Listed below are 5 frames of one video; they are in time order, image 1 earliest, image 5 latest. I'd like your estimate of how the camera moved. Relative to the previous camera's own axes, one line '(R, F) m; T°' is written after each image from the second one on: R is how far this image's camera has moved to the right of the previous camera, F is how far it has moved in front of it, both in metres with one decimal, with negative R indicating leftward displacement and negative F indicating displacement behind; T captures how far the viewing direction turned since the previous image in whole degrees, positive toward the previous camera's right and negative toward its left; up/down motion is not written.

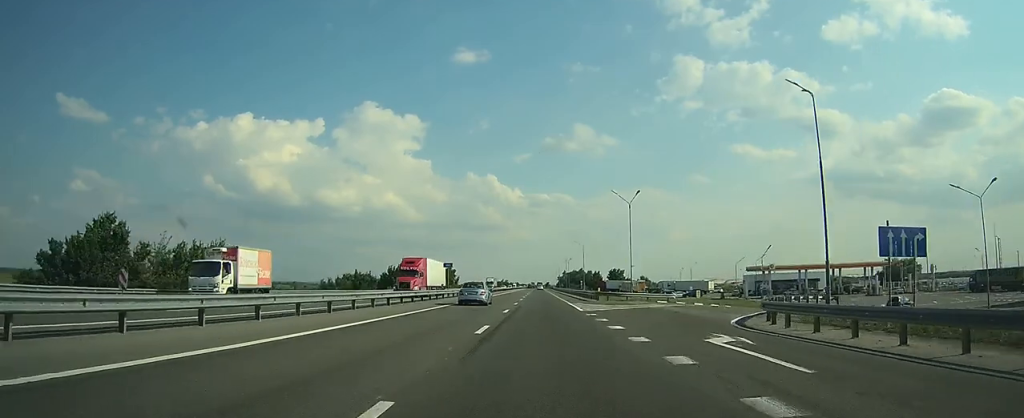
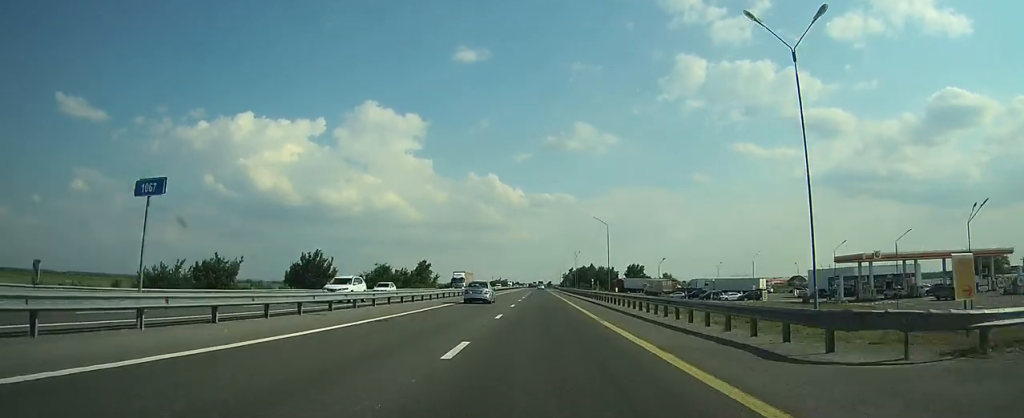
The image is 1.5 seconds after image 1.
(-0.3, +42.1) m; -1°
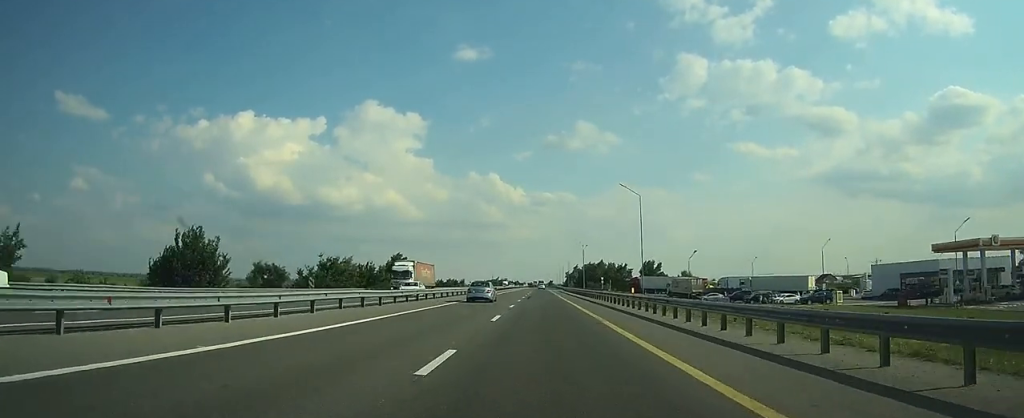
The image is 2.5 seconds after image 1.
(-0.1, +26.4) m; 0°
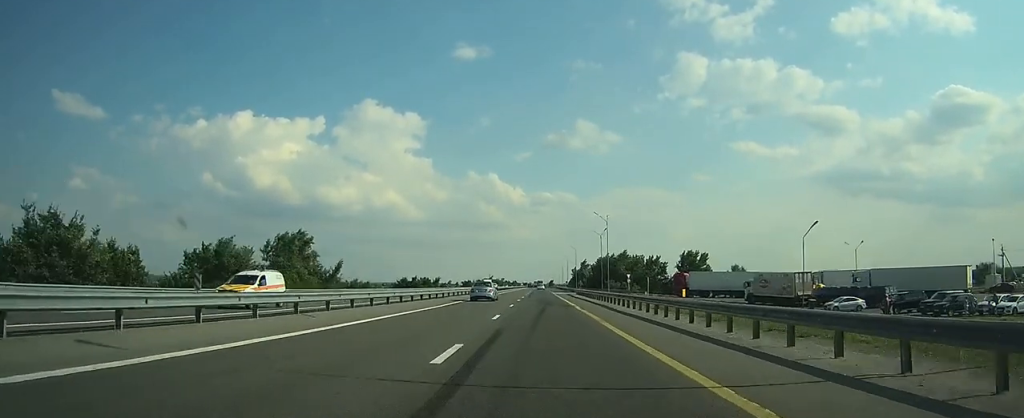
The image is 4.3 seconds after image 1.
(+0.2, +47.8) m; 0°
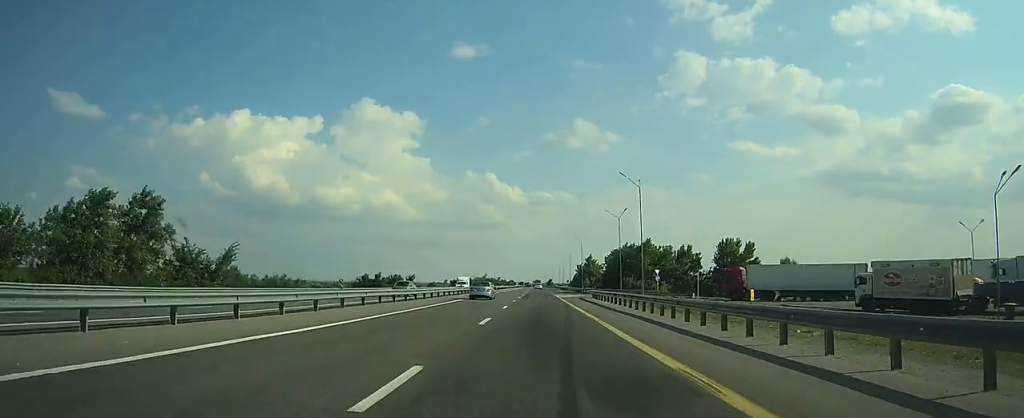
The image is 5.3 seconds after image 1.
(0.0, +28.5) m; 0°
